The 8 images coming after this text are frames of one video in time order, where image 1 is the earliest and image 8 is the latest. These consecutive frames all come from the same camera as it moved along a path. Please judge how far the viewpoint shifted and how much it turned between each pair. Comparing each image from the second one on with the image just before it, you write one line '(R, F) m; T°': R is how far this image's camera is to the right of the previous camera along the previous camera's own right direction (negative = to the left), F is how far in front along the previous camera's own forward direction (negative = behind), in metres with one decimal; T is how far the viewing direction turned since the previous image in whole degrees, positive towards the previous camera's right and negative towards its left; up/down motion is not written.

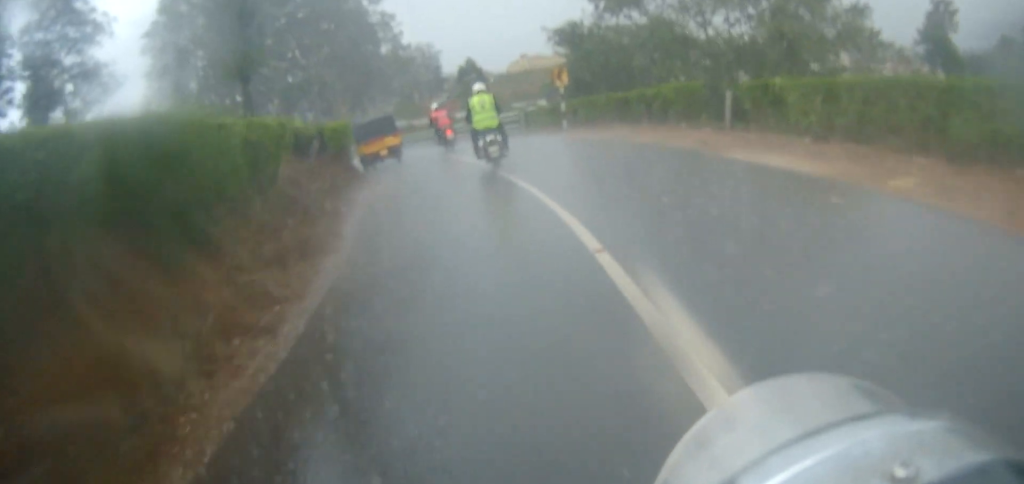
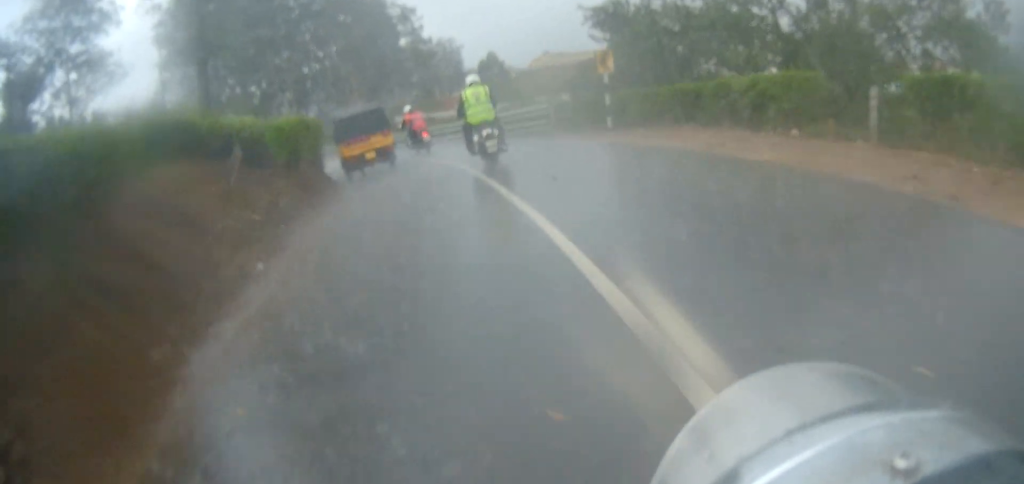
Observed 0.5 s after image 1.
(+0.1, +4.9) m; -3°
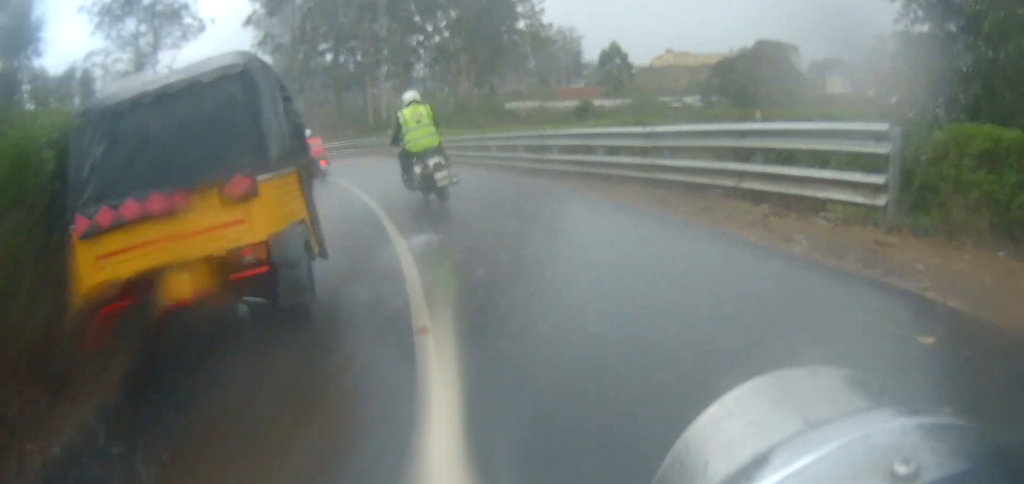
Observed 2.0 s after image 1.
(-1.6, +11.9) m; -17°
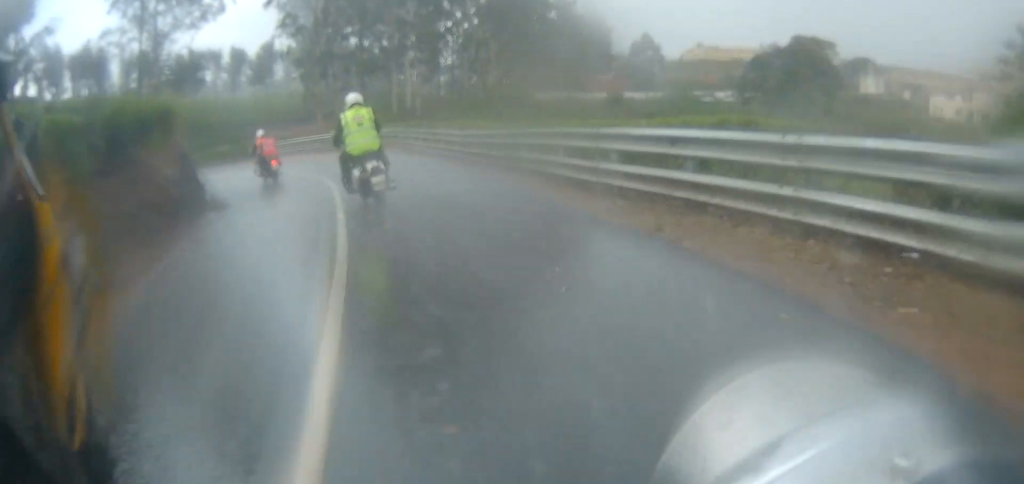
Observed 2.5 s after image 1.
(-0.3, +3.5) m; -4°
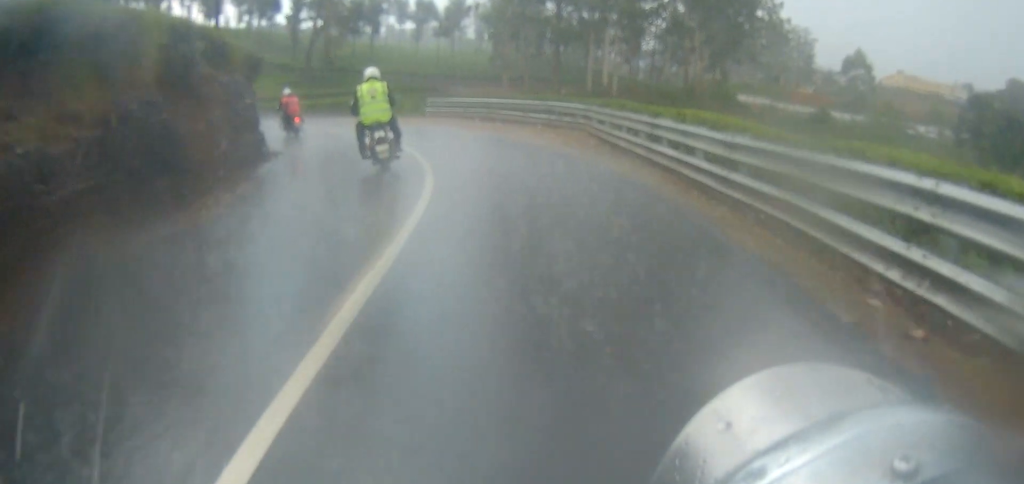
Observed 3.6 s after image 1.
(-0.4, +8.6) m; -12°
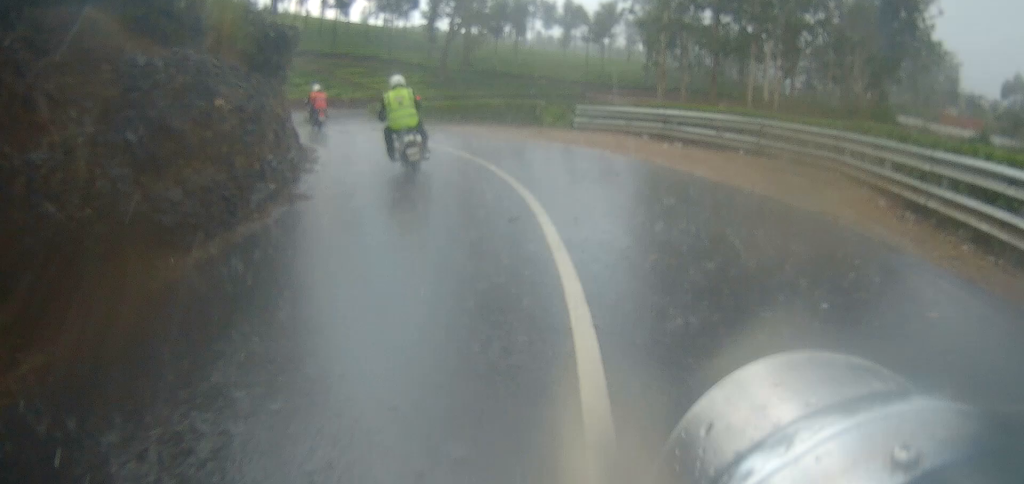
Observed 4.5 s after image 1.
(-1.1, +7.9) m; -13°
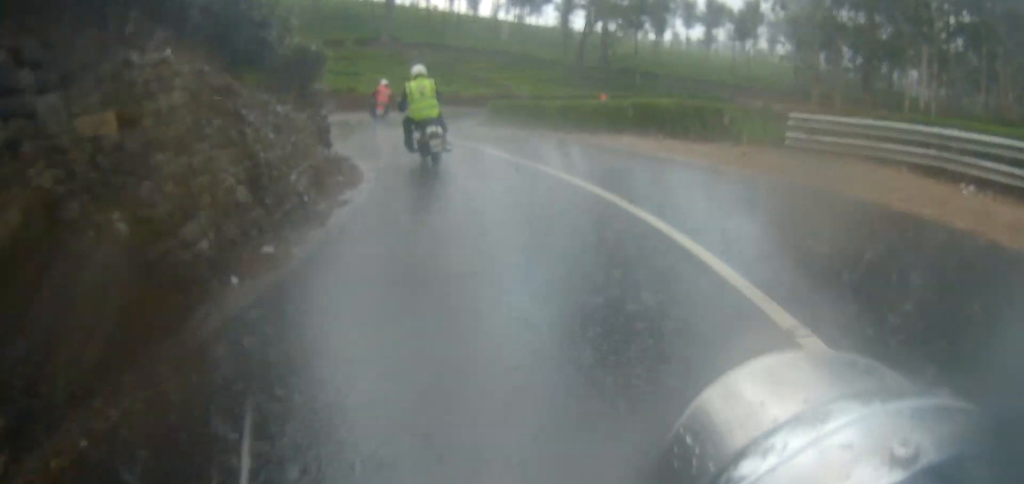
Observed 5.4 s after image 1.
(-0.8, +7.7) m; -12°
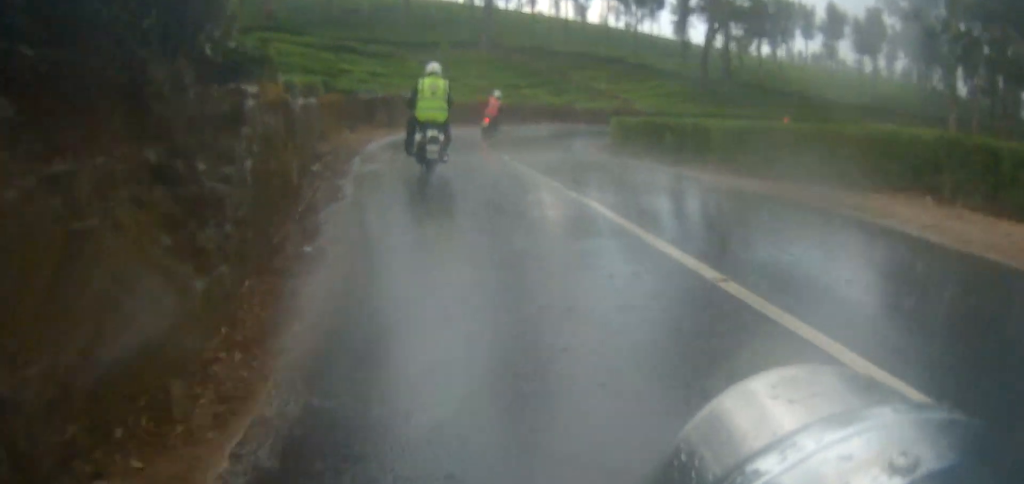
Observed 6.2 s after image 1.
(-0.8, +7.3) m; -9°
